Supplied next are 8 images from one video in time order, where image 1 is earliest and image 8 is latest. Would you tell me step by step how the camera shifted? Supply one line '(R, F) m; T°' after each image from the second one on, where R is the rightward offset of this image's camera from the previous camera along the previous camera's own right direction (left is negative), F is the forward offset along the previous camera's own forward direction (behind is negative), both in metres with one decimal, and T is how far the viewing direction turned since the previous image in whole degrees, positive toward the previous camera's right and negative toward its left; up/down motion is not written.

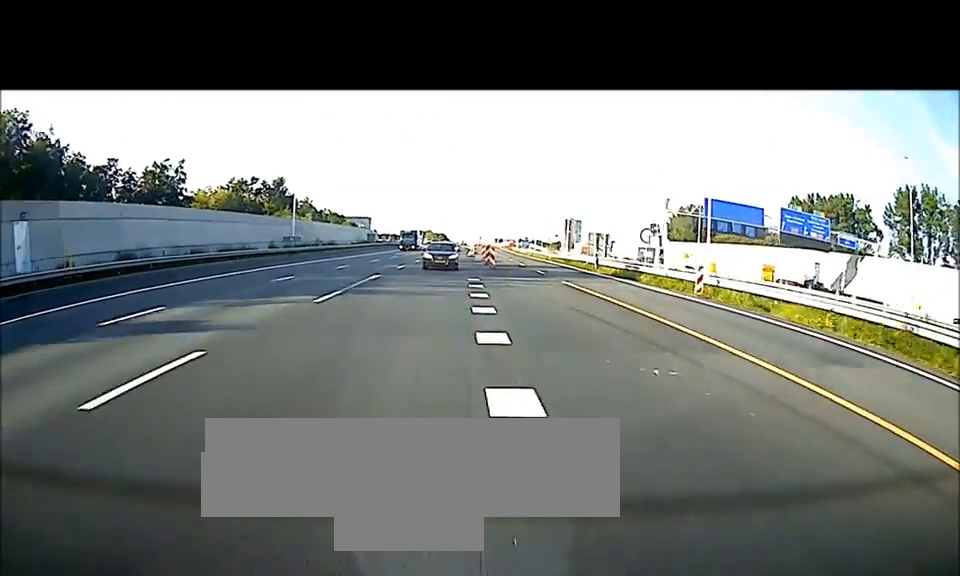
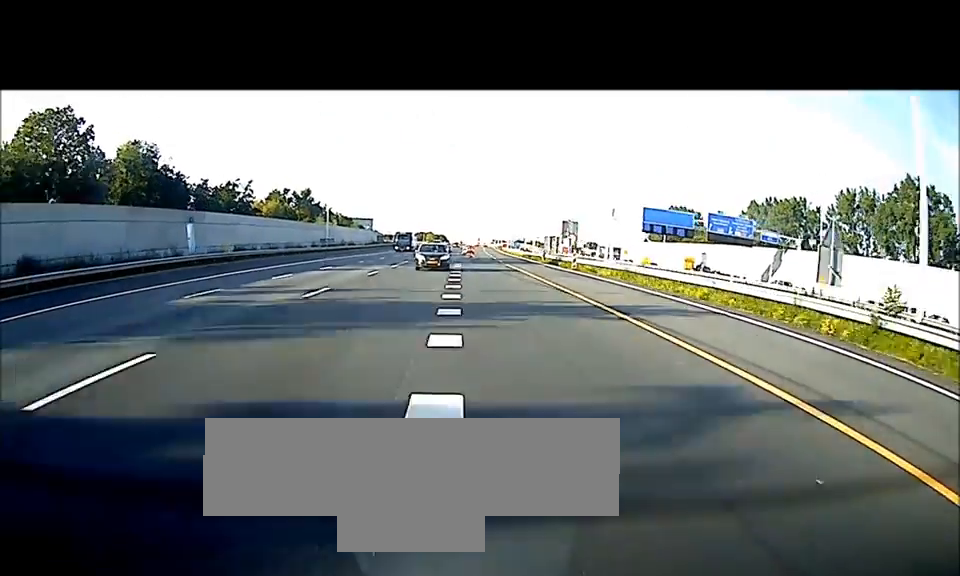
(-0.3, +23.7) m; -1°
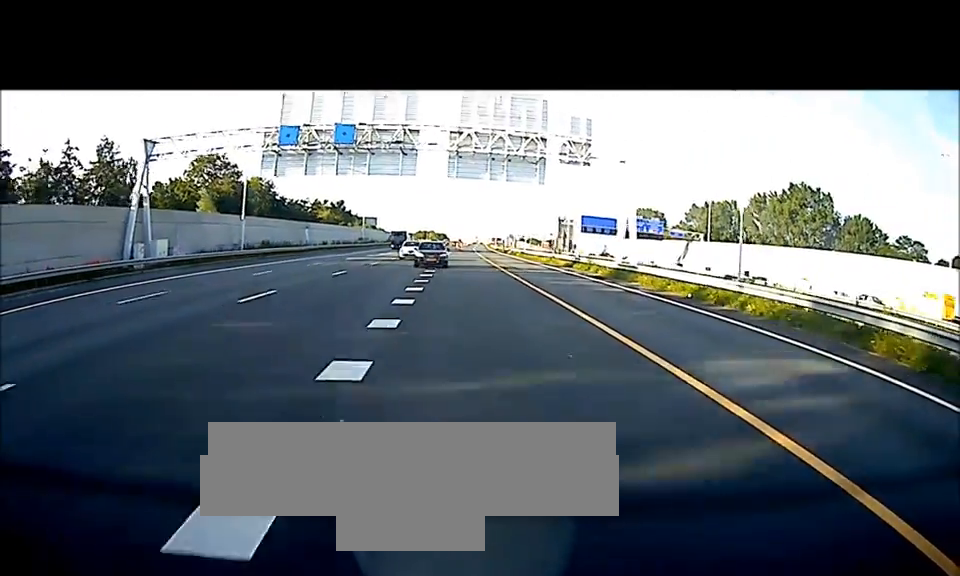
(-0.5, +46.6) m; -1°
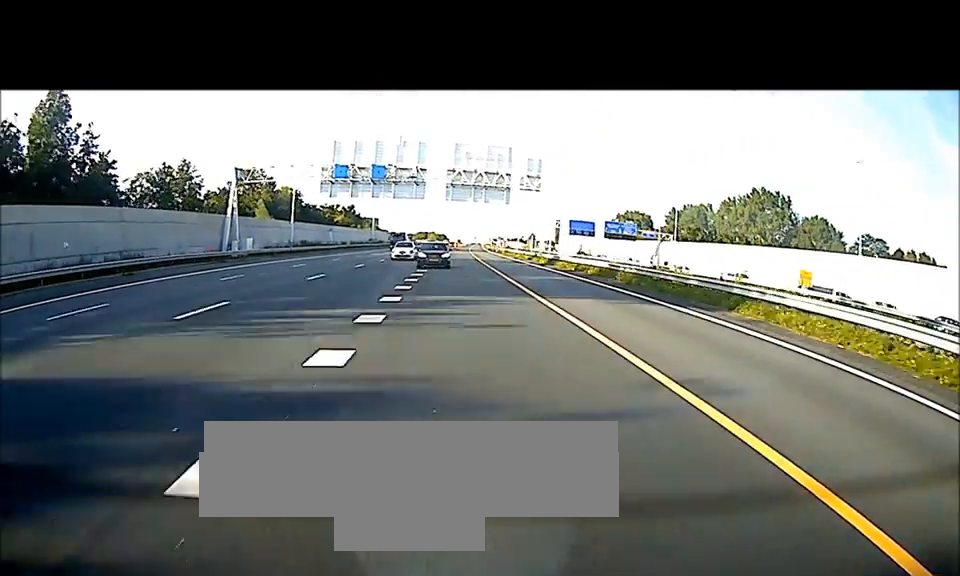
(-0.2, +20.8) m; 0°
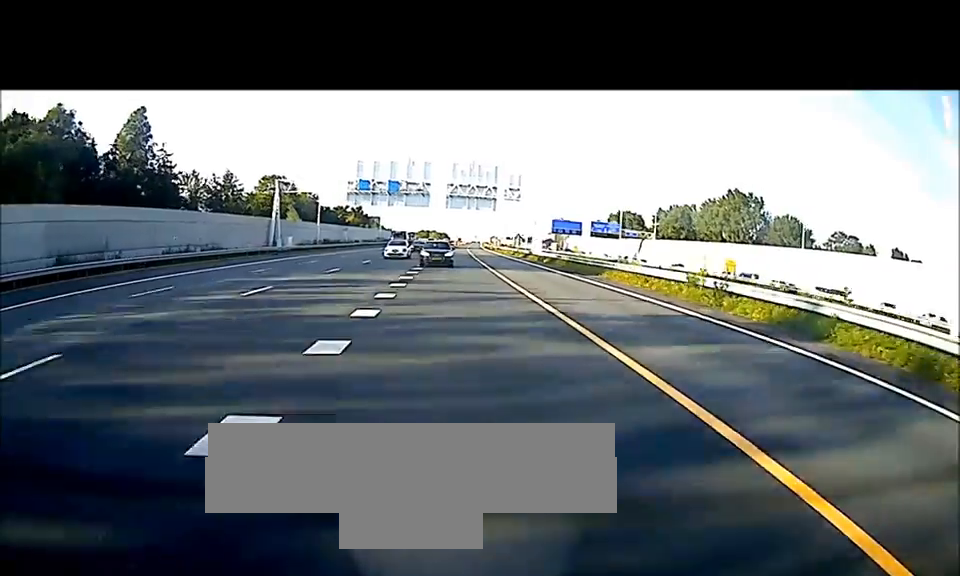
(0.0, +17.8) m; 0°
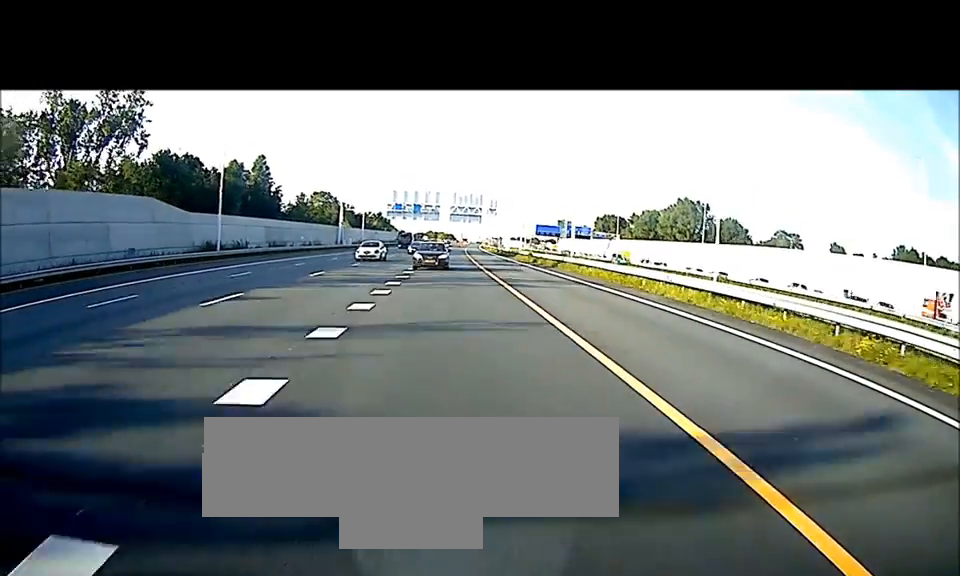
(0.0, +45.5) m; 0°
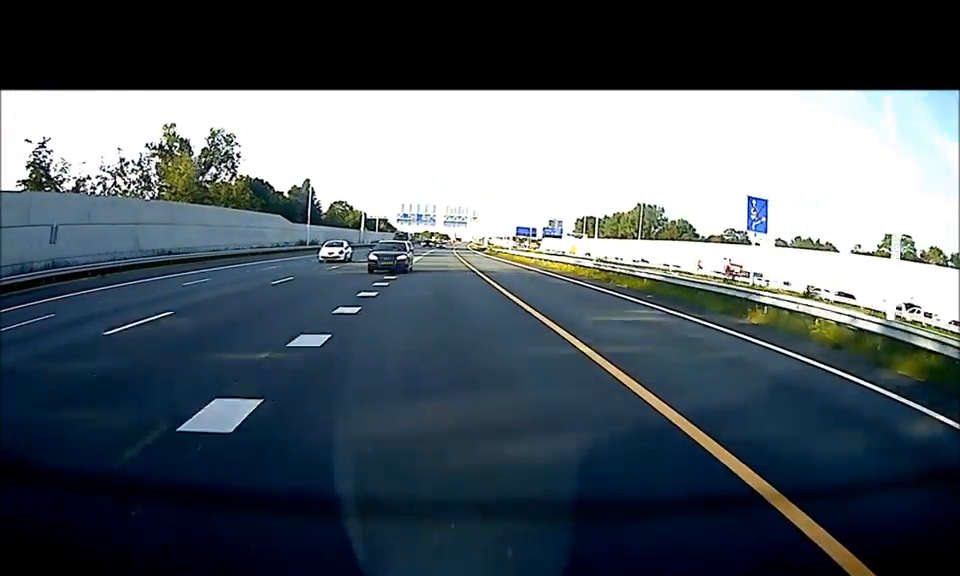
(0.0, +44.6) m; 0°
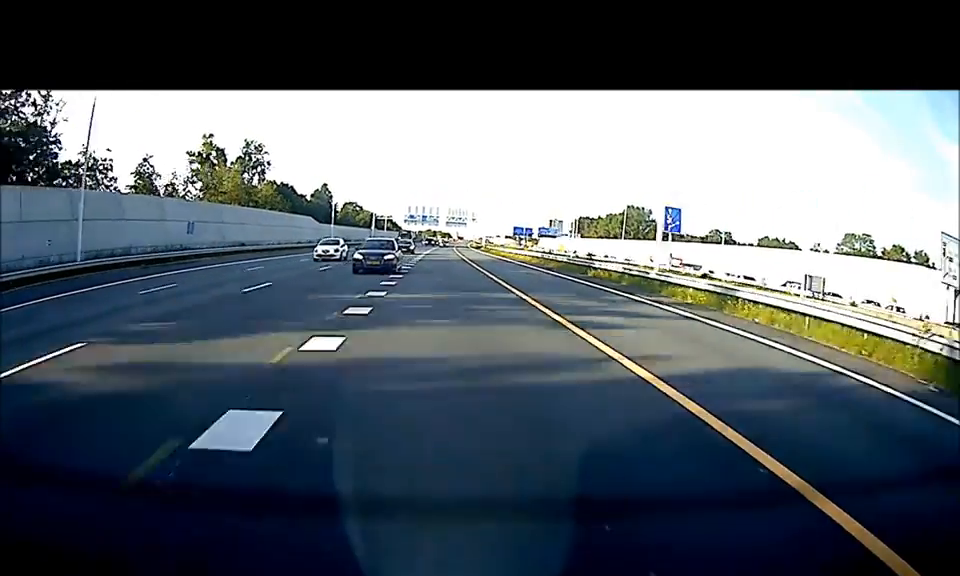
(0.0, +19.8) m; 0°
